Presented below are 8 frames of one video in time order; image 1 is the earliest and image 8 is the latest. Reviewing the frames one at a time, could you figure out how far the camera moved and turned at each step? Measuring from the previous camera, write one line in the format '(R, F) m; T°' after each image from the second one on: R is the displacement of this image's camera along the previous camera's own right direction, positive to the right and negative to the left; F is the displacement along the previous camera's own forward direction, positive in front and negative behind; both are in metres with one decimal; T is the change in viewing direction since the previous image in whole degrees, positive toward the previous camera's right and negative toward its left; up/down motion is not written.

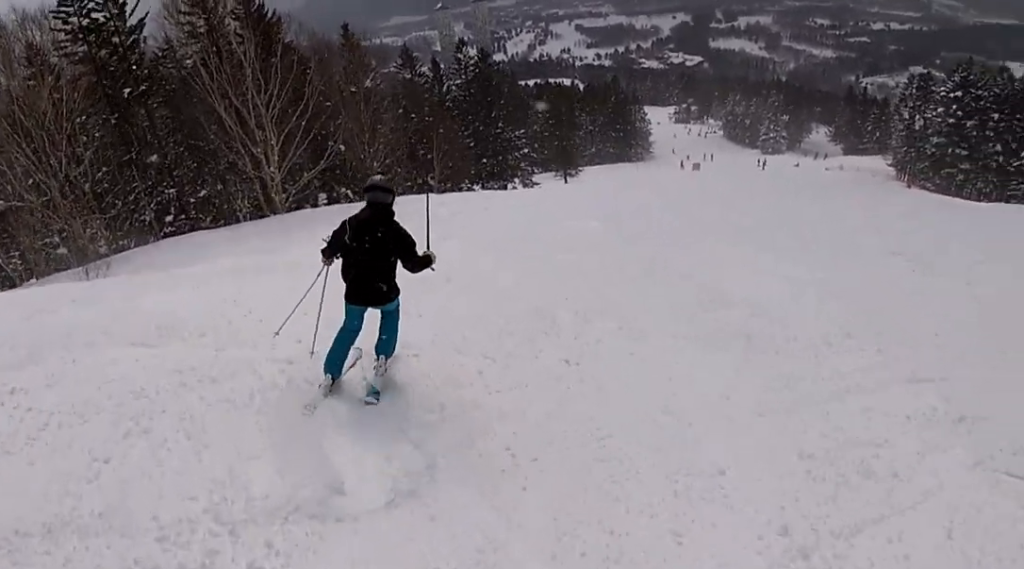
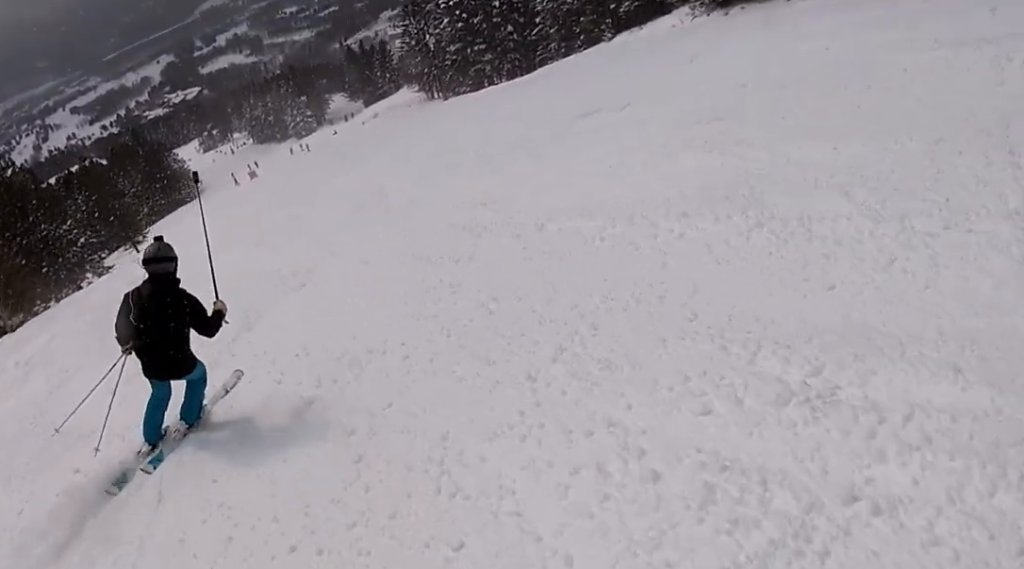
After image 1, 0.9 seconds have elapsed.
(+1.0, +5.3) m; +22°
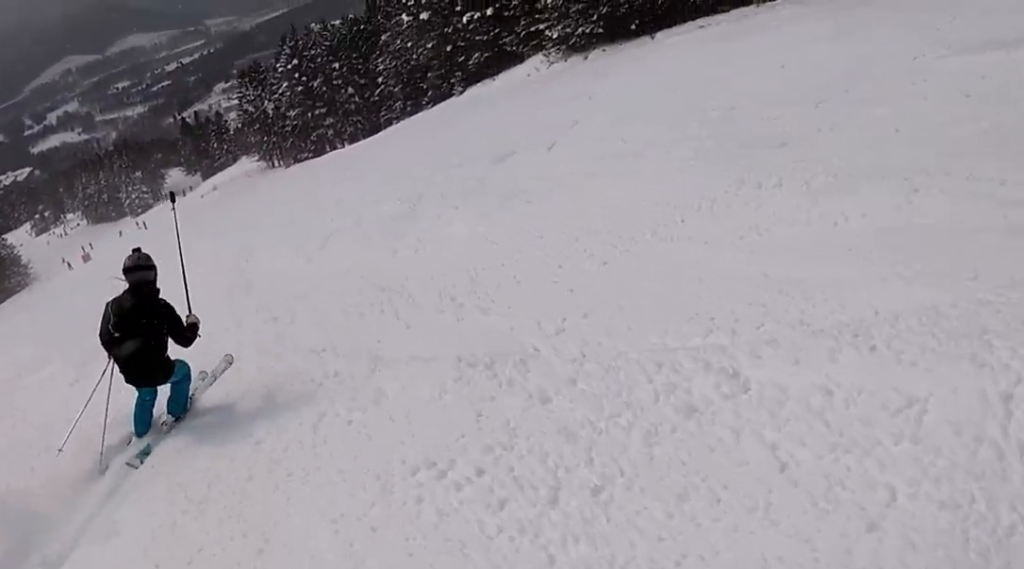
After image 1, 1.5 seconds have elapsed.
(+0.4, +3.7) m; +19°
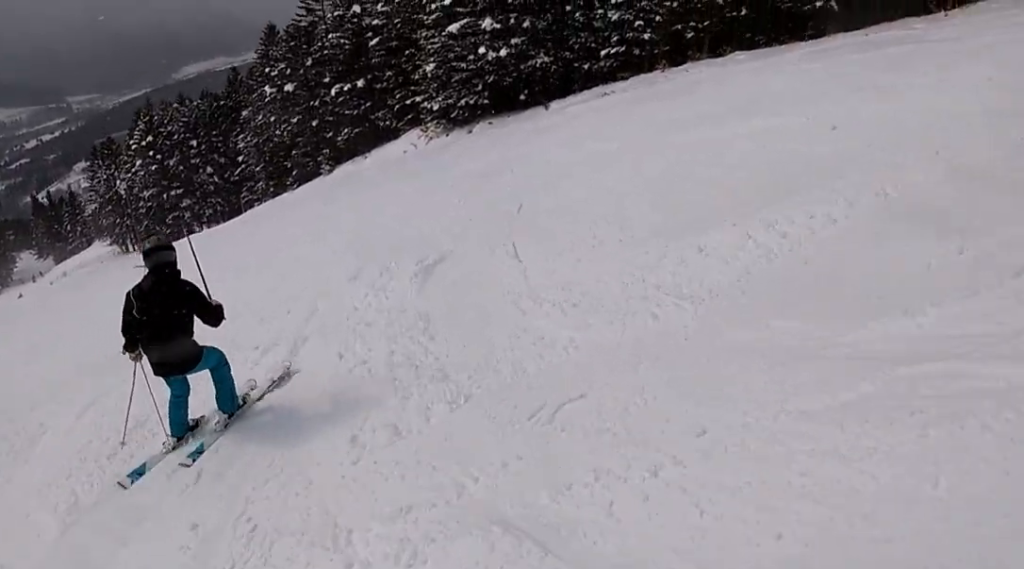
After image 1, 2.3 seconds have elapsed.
(+1.2, +4.4) m; +14°
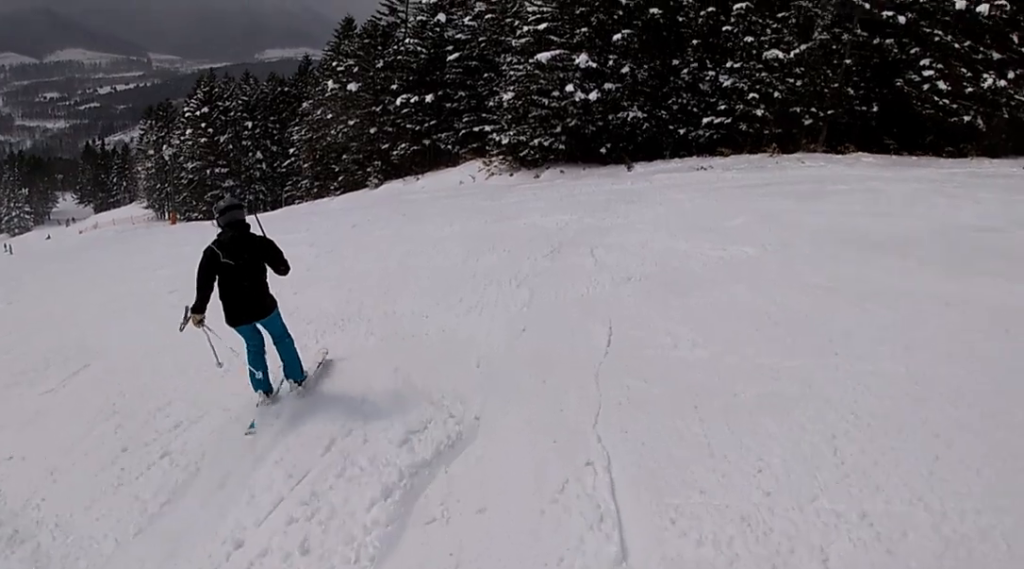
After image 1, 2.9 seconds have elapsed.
(+0.8, +3.7) m; +1°
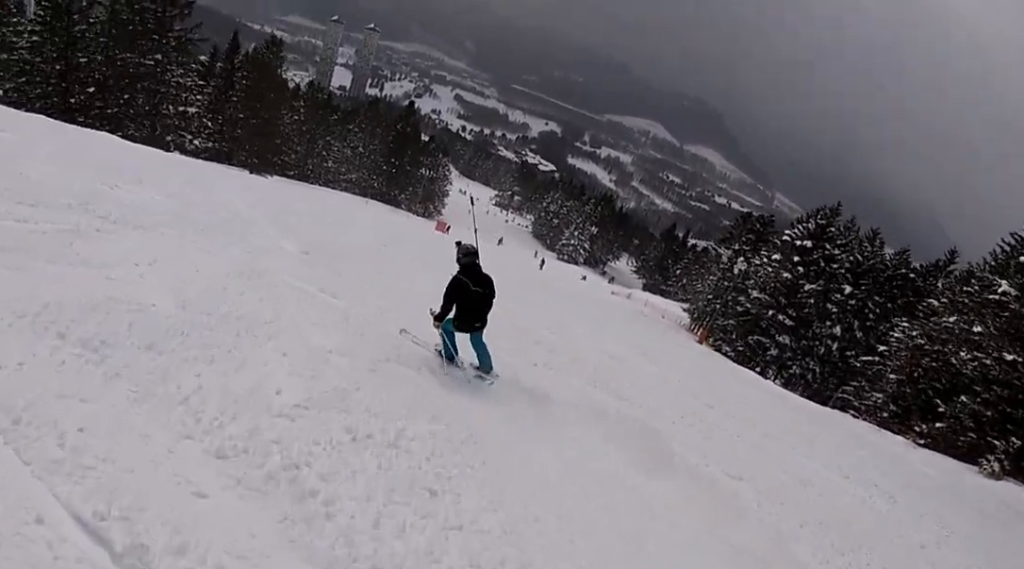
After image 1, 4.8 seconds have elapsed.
(-4.5, +10.0) m; -53°
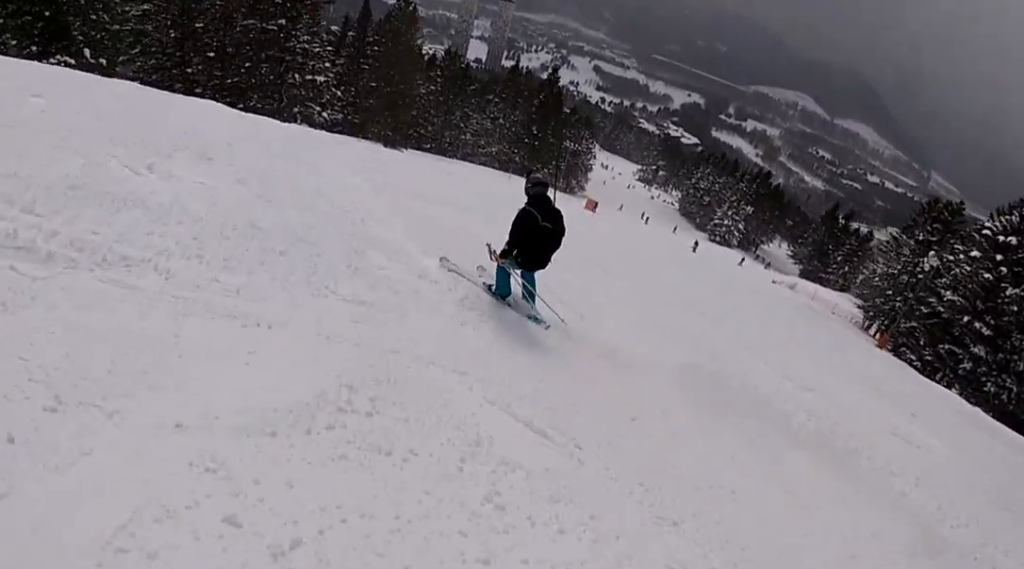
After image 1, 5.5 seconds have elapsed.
(-1.1, +3.9) m; -17°
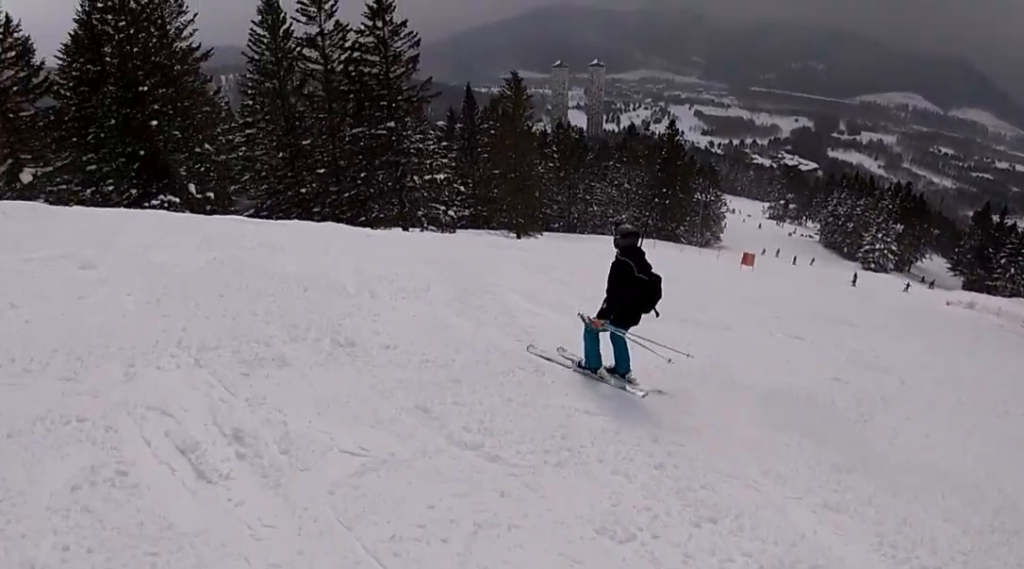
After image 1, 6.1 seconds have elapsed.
(-0.6, +3.8) m; -5°
